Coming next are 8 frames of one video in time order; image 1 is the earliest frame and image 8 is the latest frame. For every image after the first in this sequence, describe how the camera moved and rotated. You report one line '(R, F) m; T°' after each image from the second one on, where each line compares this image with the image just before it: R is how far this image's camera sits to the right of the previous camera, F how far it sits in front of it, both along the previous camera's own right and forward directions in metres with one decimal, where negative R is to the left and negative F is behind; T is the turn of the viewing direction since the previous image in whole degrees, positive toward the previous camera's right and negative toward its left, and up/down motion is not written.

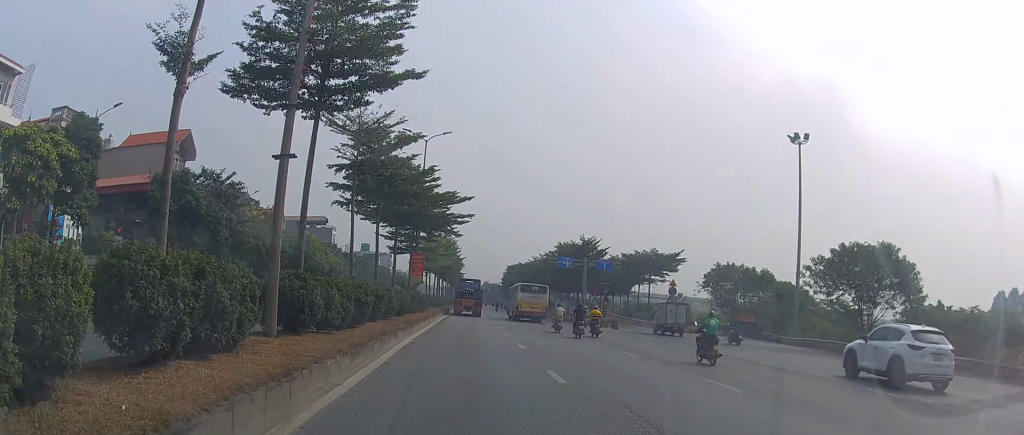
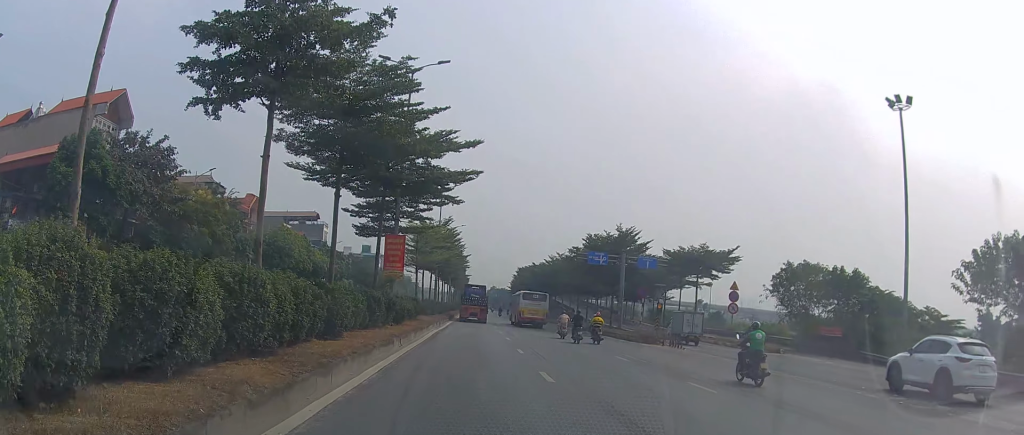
(+0.3, +14.2) m; +1°
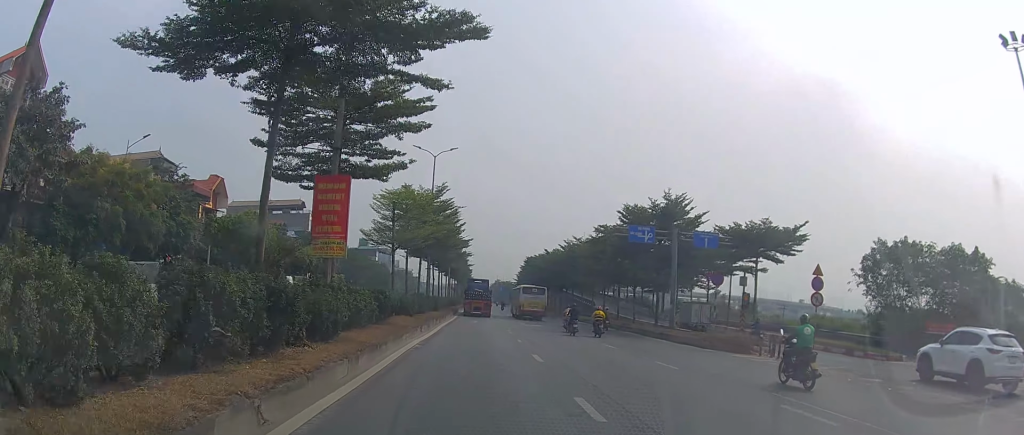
(0.0, +14.0) m; 0°
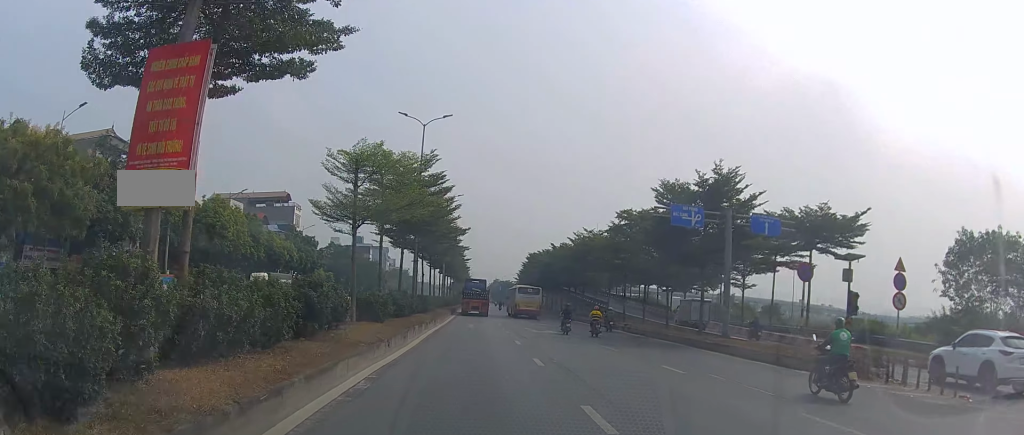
(+0.1, +8.7) m; -1°
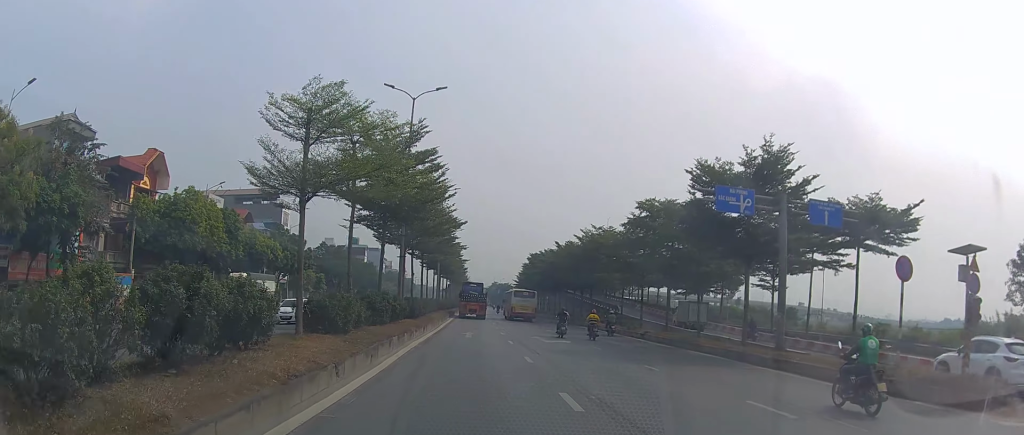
(-0.1, +6.0) m; 0°
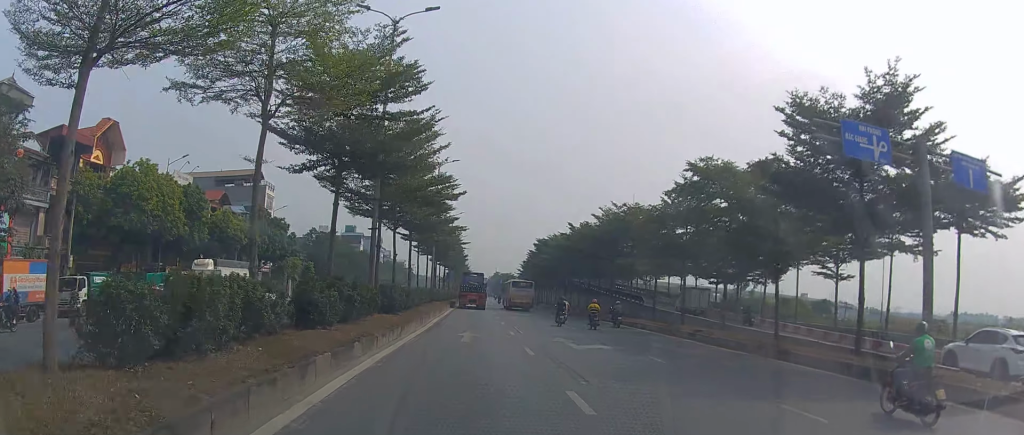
(-0.4, +9.1) m; 0°
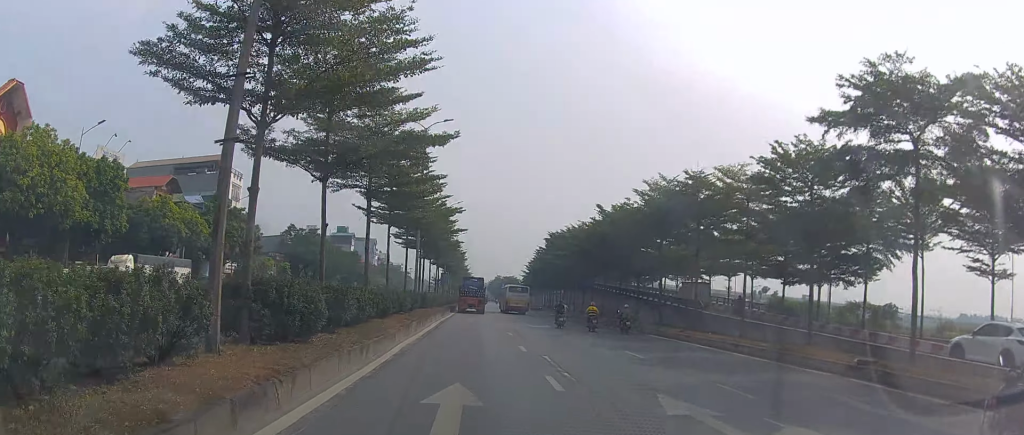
(+0.5, +14.2) m; -1°
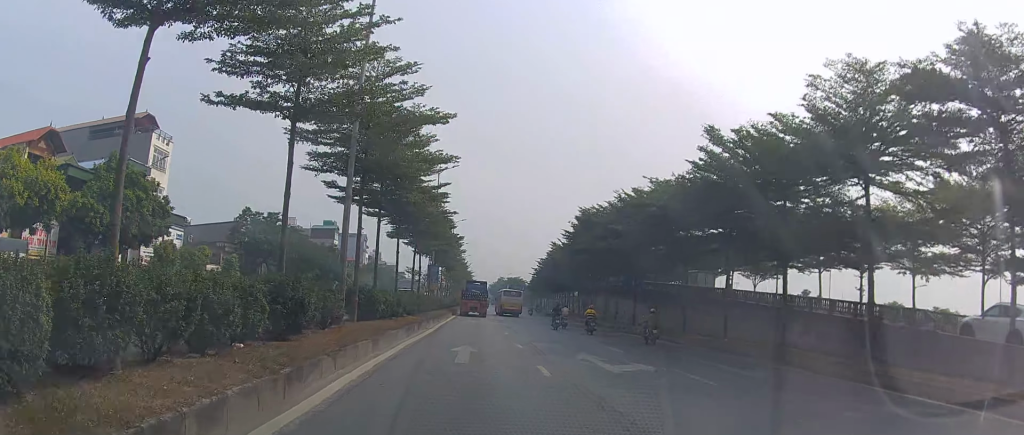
(-0.6, +20.2) m; +2°
